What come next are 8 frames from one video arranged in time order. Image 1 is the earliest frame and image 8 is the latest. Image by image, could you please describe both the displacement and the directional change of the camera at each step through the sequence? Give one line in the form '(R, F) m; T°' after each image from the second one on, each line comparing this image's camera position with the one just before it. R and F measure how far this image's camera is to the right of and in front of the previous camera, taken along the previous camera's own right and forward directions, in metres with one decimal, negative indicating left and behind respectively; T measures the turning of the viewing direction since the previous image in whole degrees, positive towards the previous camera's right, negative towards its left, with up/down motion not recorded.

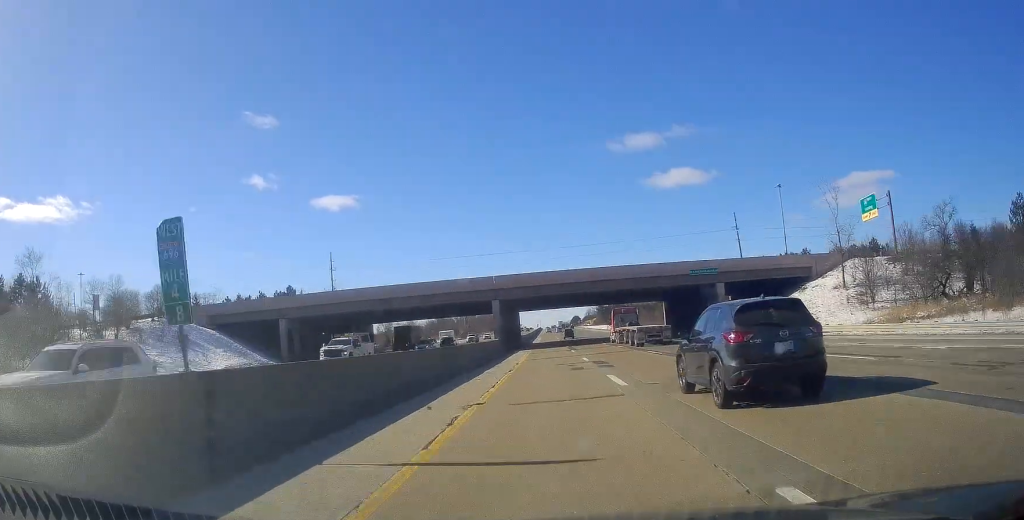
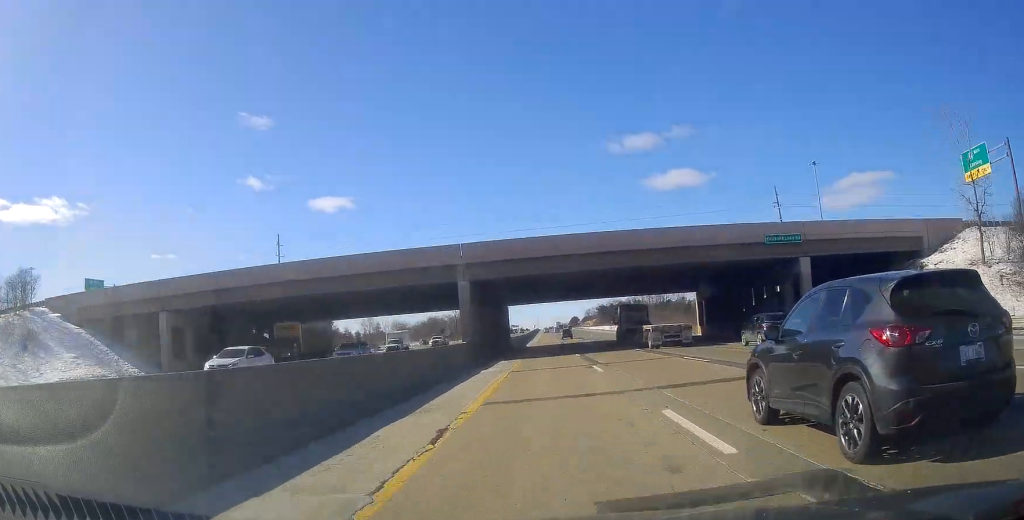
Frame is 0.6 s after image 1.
(0.0, +24.7) m; 0°
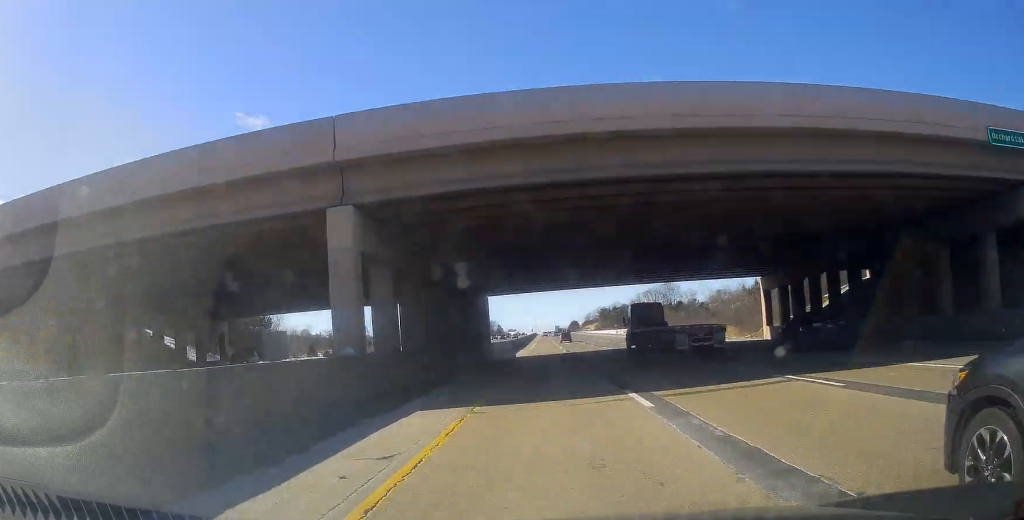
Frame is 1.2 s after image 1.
(+0.1, +26.0) m; 0°
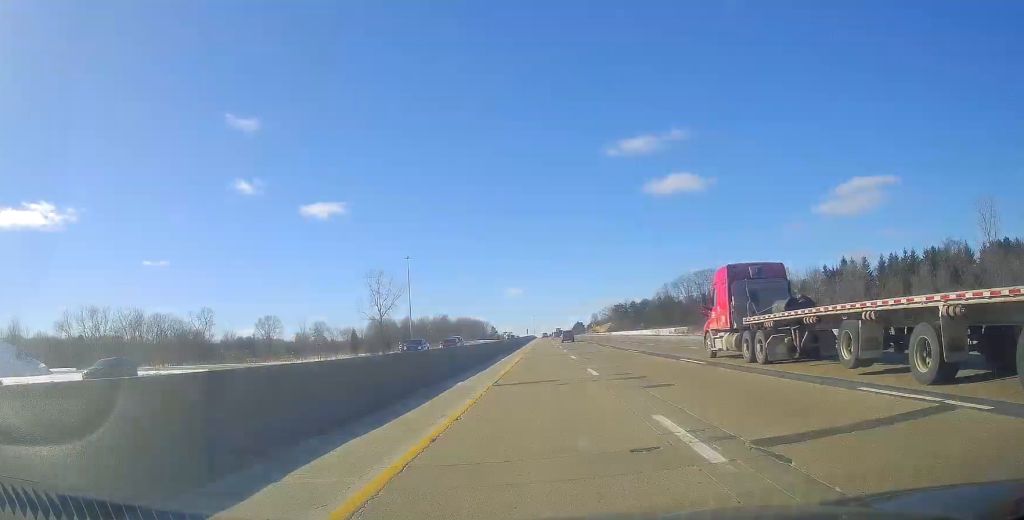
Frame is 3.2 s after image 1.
(-1.6, +80.1) m; 0°
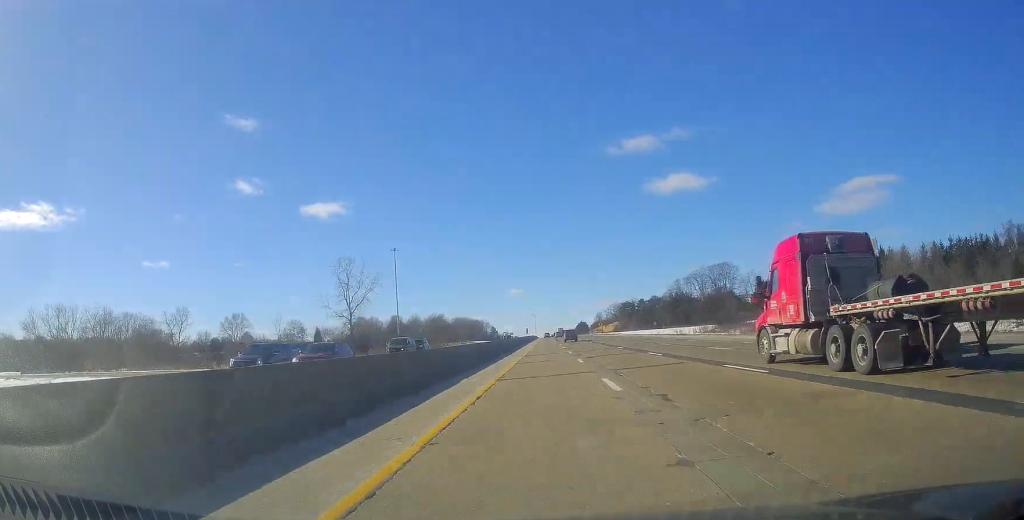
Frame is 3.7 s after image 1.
(+0.5, +21.5) m; 0°
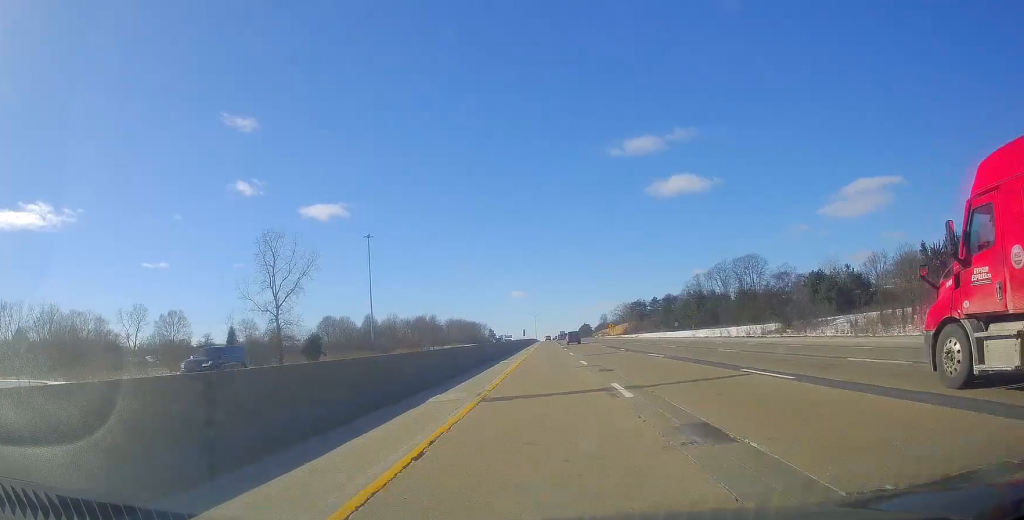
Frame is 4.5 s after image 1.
(+0.2, +30.6) m; 0°
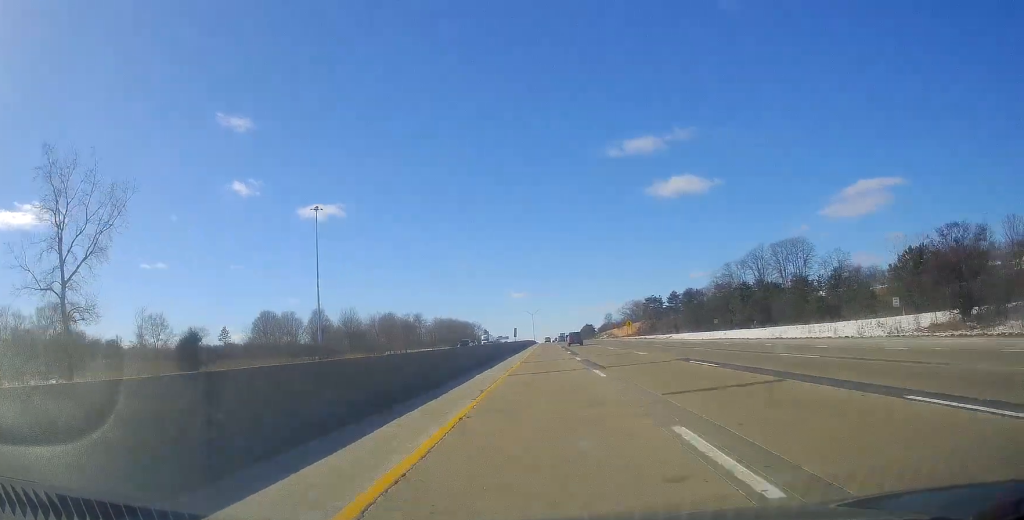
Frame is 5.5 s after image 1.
(-0.5, +37.6) m; 0°
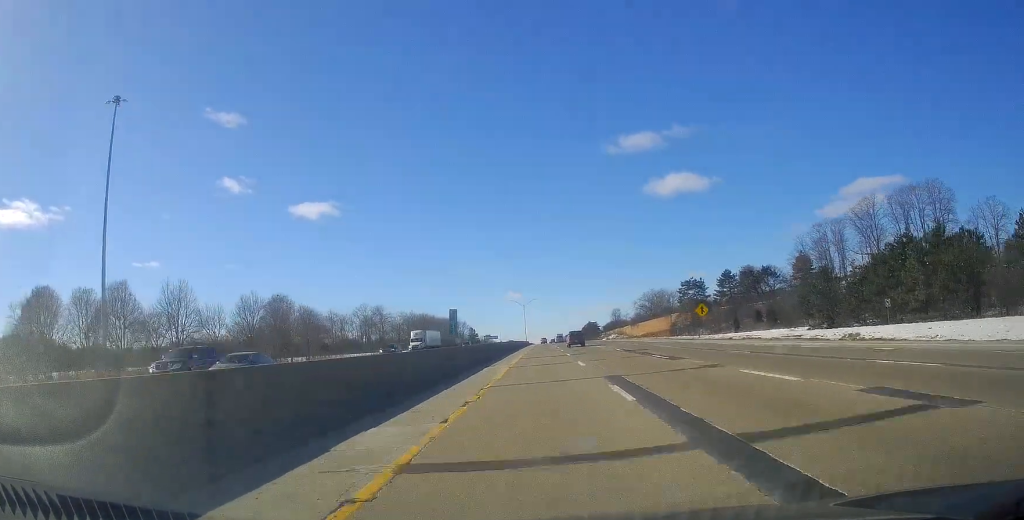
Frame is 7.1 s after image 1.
(+0.7, +63.1) m; 0°
